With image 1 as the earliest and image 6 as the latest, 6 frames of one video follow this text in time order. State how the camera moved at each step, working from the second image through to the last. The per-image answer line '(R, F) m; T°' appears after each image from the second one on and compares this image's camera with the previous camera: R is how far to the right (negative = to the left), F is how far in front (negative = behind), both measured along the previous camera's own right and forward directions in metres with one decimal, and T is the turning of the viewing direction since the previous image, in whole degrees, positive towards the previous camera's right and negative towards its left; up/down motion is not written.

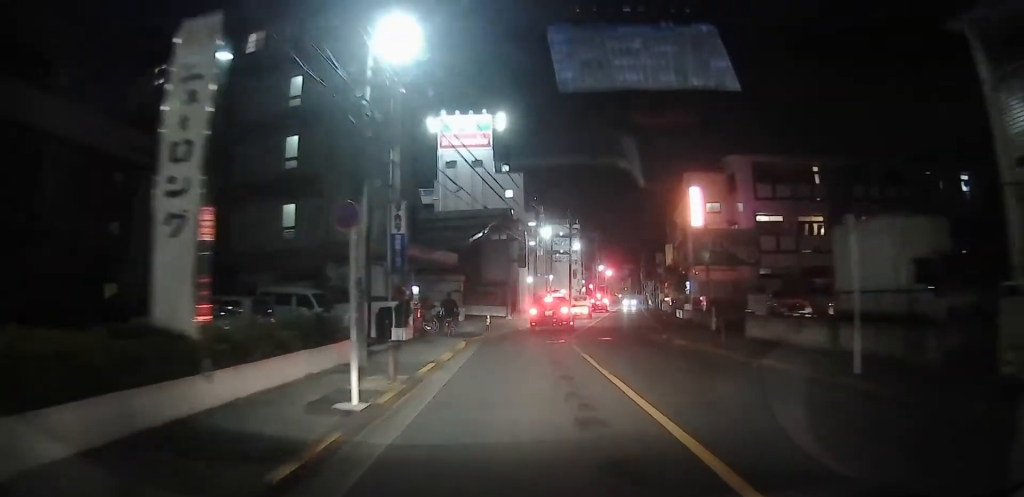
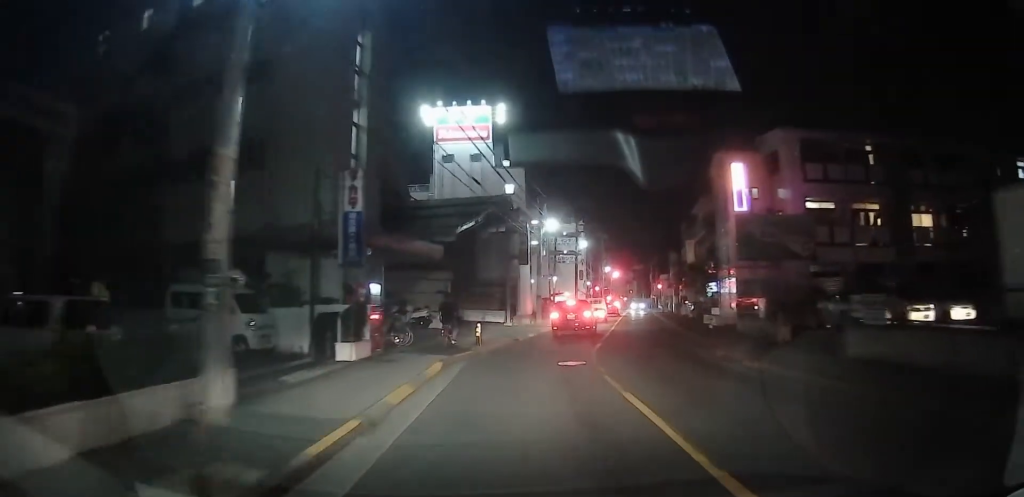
(+0.7, +6.0) m; -1°
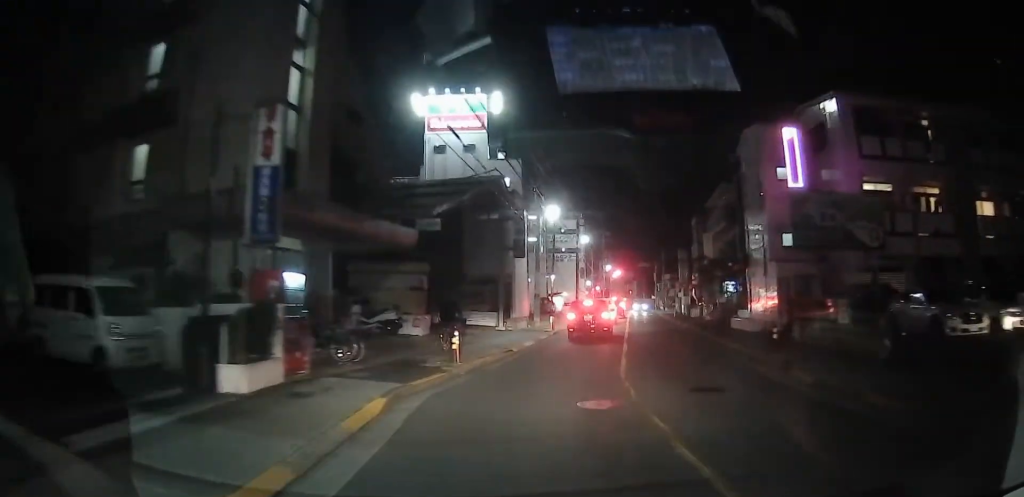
(-0.8, +5.4) m; -1°
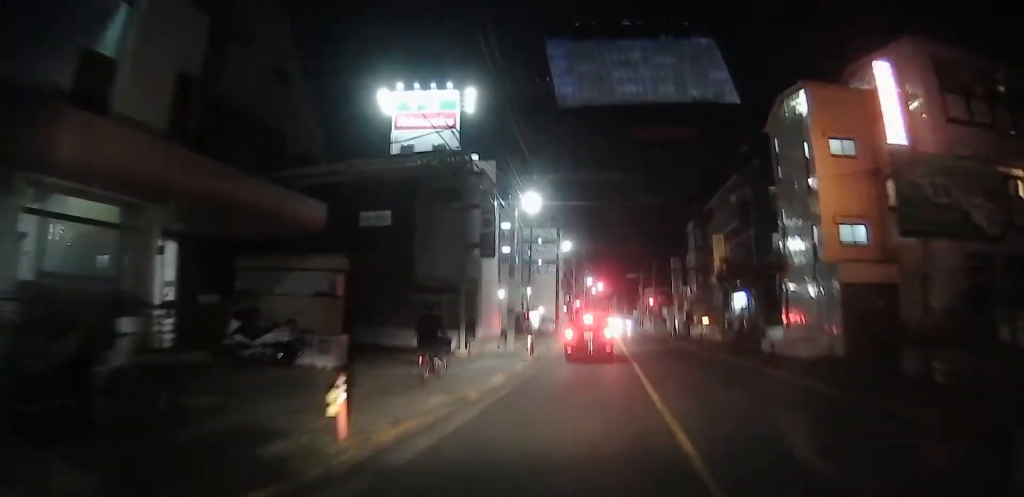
(+0.3, +7.5) m; +6°
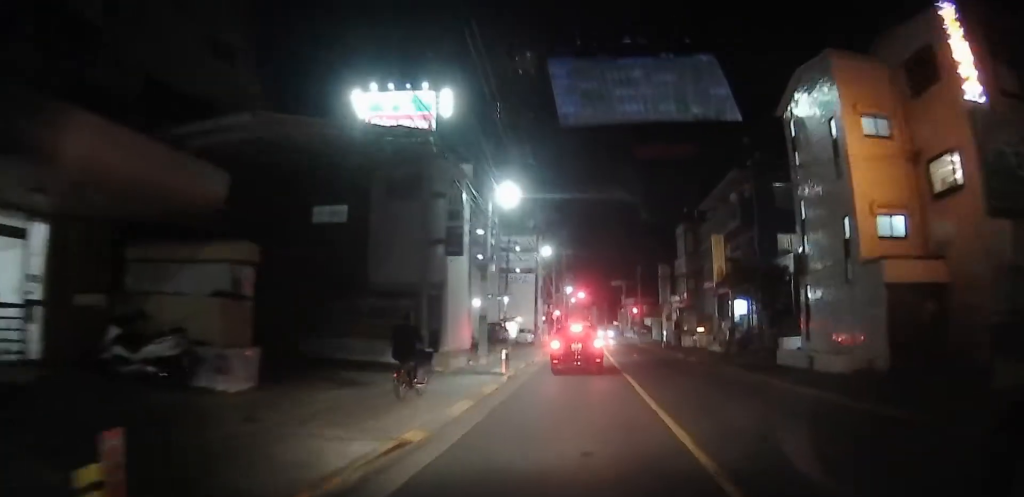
(+0.1, +3.8) m; +4°
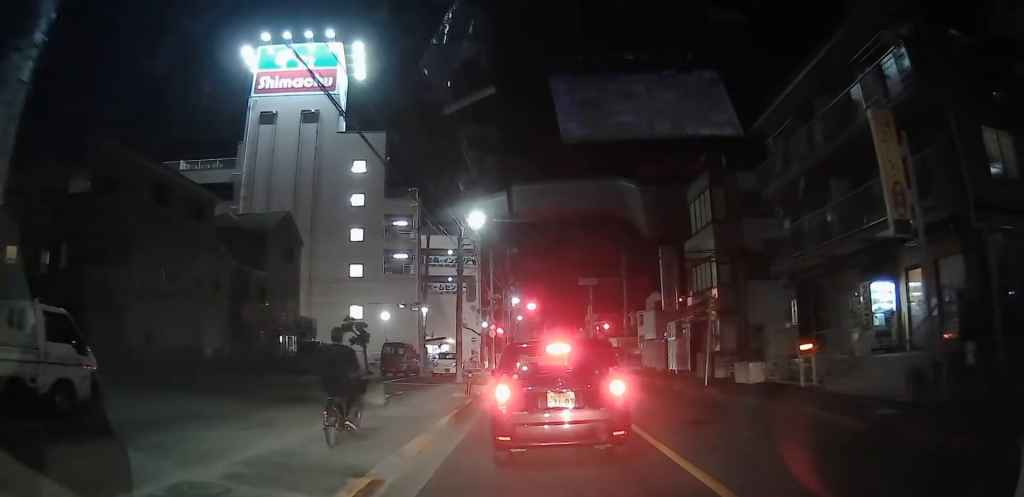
(+1.7, +21.4) m; +22°
